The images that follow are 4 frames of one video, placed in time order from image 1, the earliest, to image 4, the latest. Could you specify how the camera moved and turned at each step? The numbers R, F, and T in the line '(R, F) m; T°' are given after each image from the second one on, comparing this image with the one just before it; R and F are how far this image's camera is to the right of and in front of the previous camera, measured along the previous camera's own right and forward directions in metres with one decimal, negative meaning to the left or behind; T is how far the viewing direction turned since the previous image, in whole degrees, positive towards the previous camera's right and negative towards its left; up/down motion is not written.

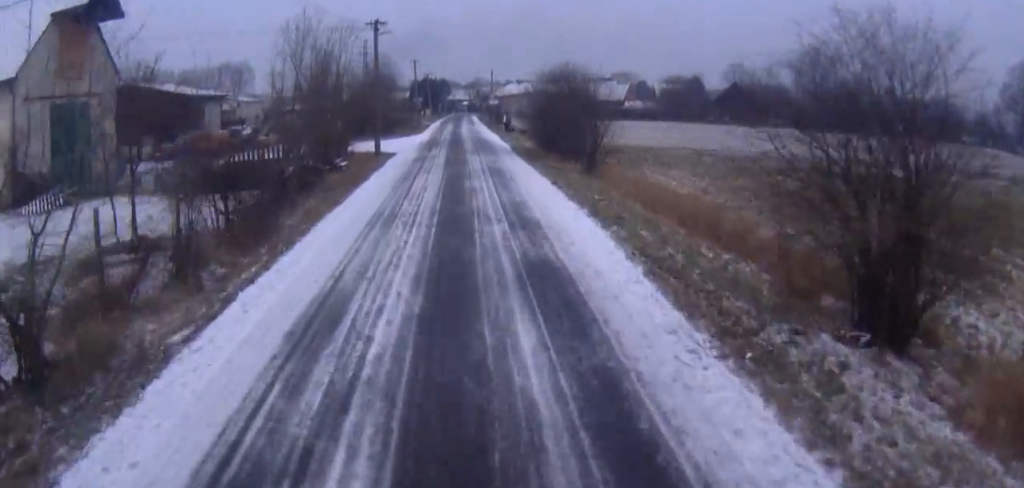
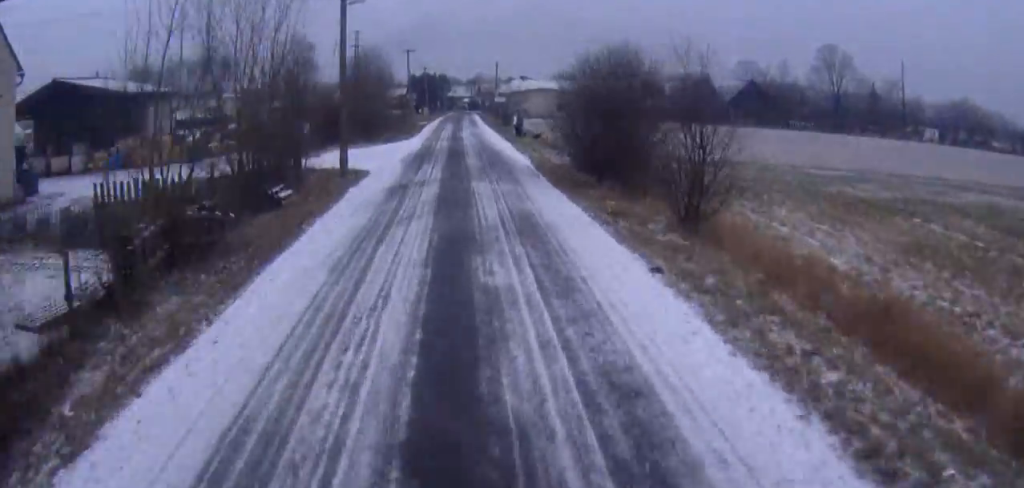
(+1.0, +12.1) m; +2°
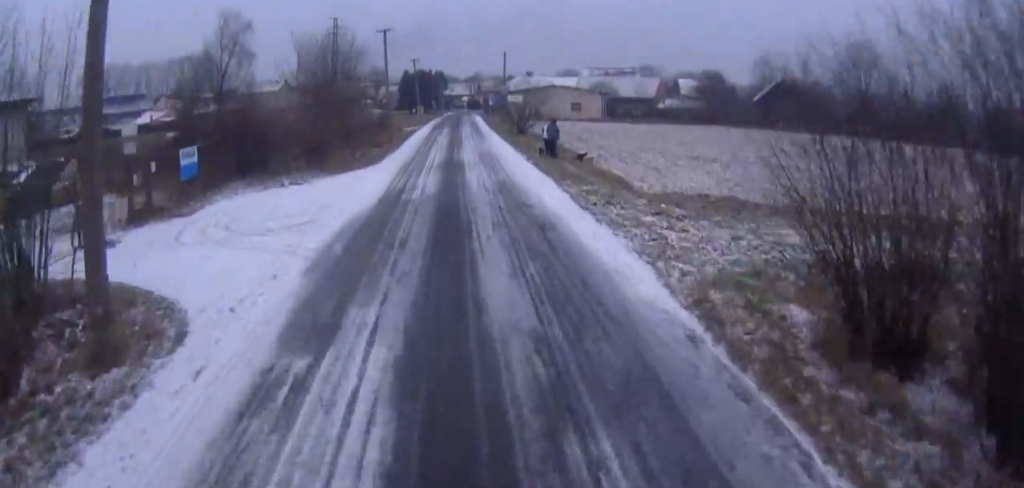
(-0.6, +20.6) m; 0°
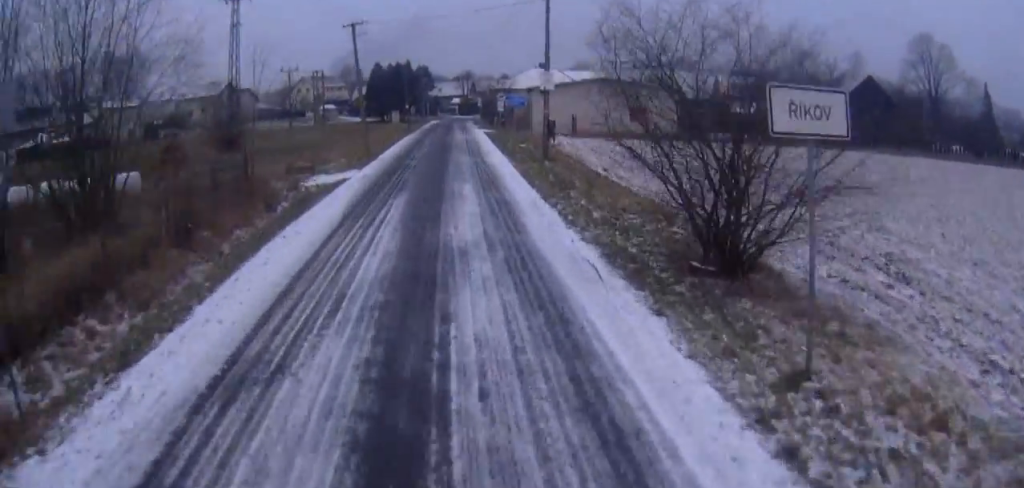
(+0.7, +45.5) m; 0°
